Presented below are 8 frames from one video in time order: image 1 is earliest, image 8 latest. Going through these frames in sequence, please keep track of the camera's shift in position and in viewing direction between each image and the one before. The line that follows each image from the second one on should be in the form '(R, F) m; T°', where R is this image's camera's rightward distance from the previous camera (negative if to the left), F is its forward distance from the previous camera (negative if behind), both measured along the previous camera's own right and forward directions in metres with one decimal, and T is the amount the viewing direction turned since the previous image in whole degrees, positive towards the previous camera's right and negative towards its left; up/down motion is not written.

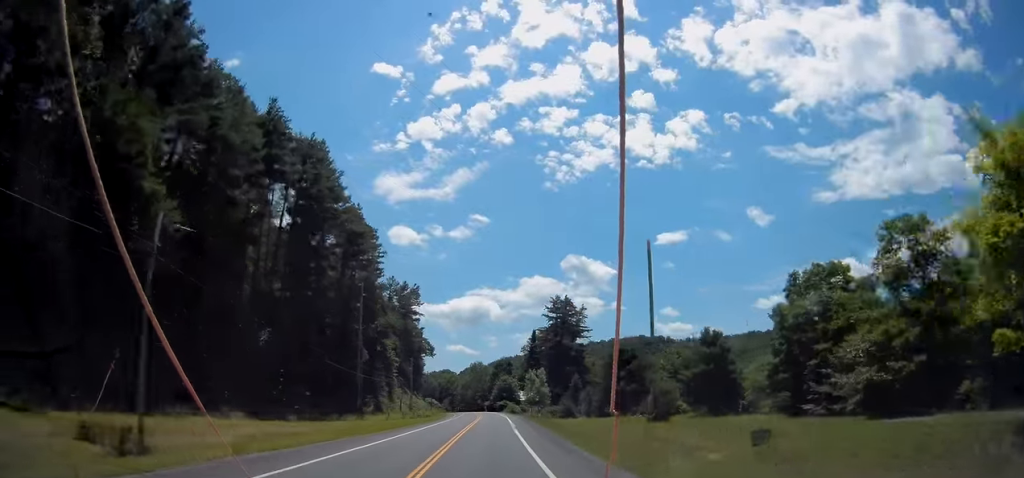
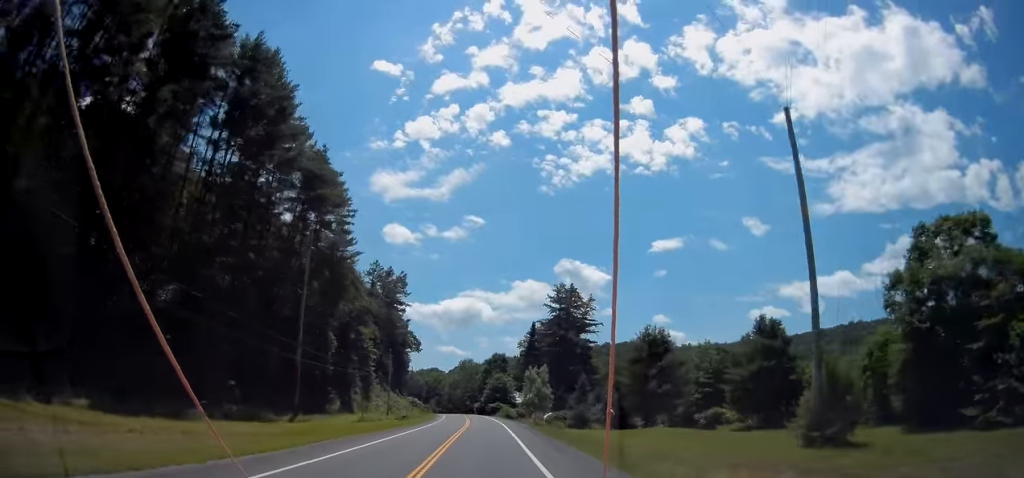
(+0.2, +20.4) m; +1°
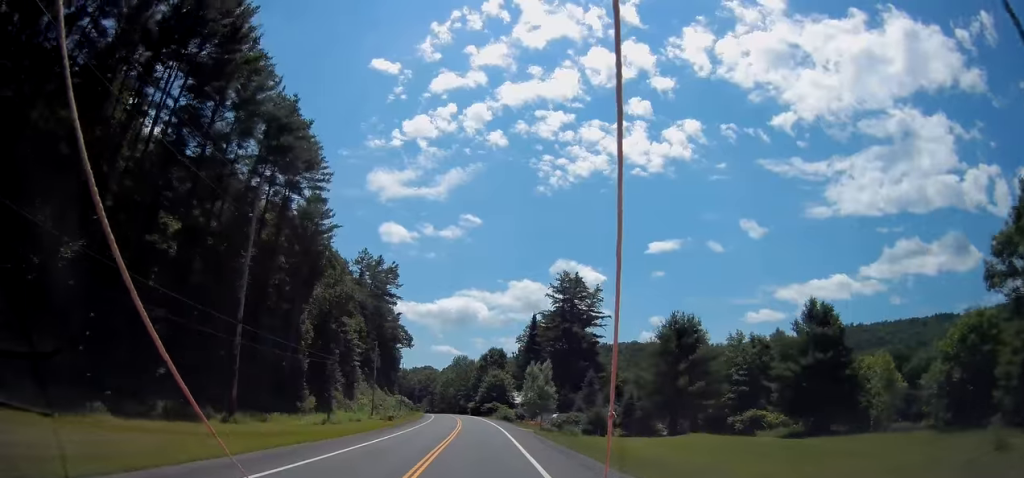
(+0.1, +12.2) m; 0°
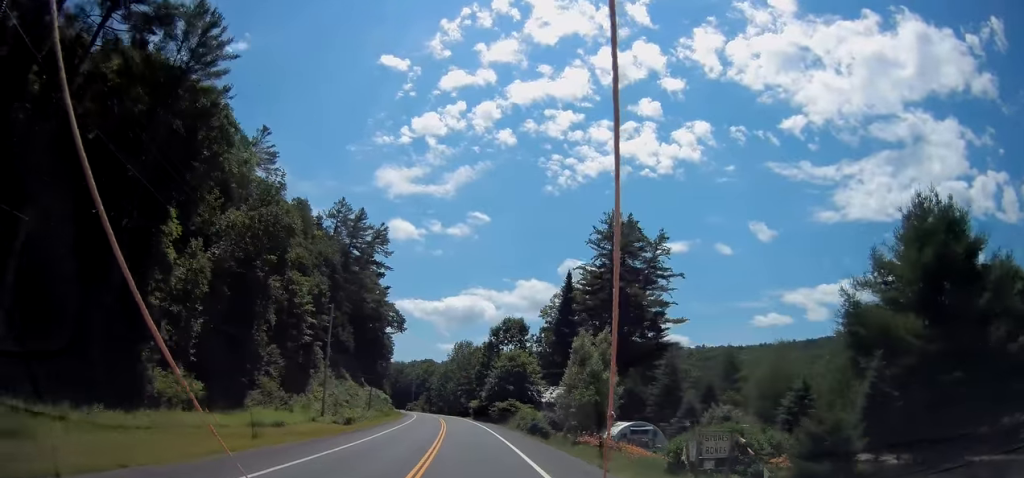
(0.0, +39.0) m; 0°
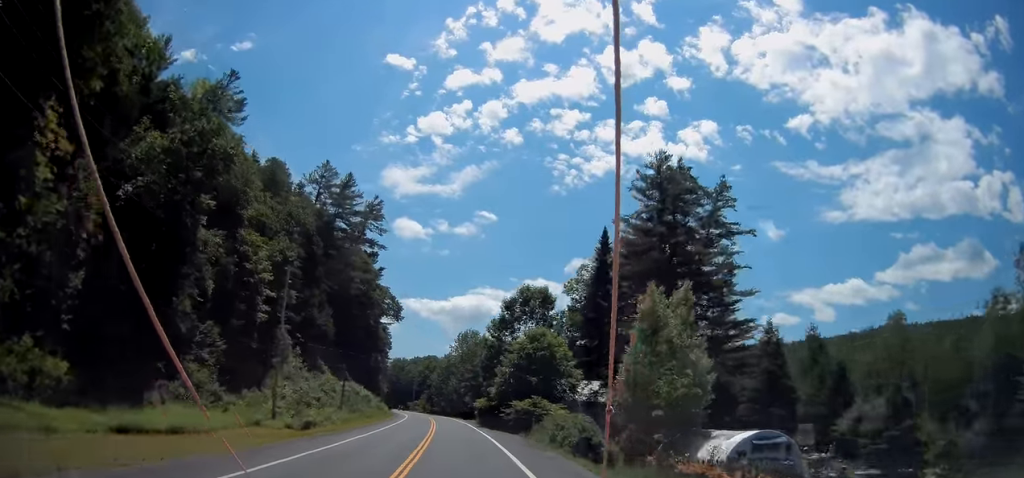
(0.0, +20.3) m; 0°
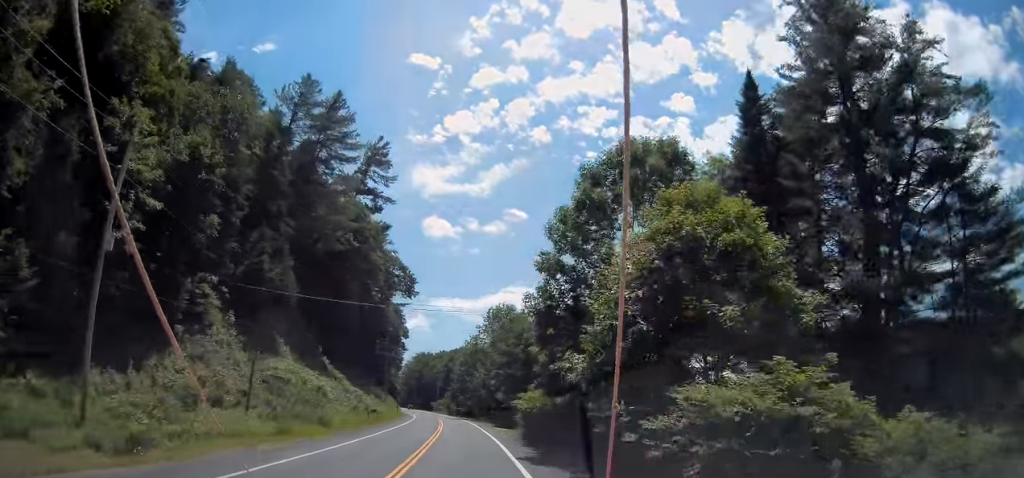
(-0.3, +31.7) m; -2°
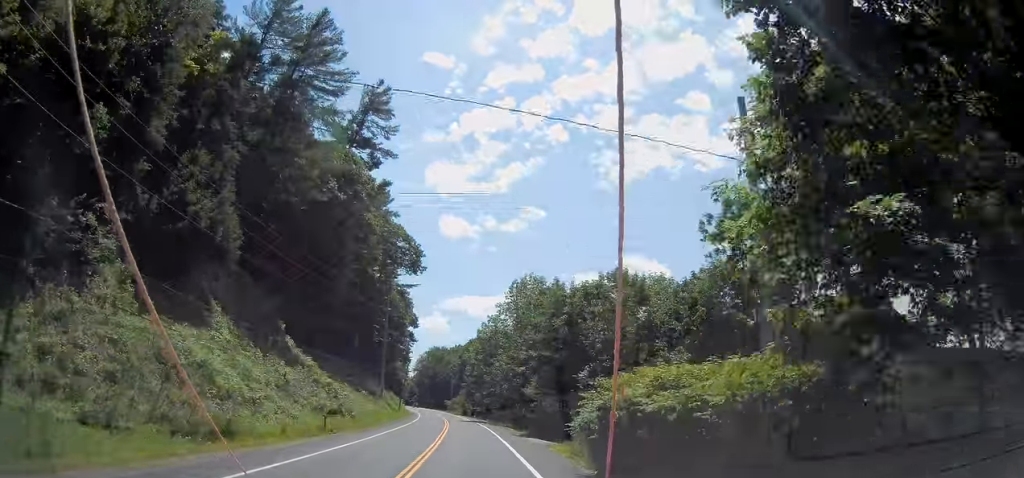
(-0.3, +19.5) m; -2°
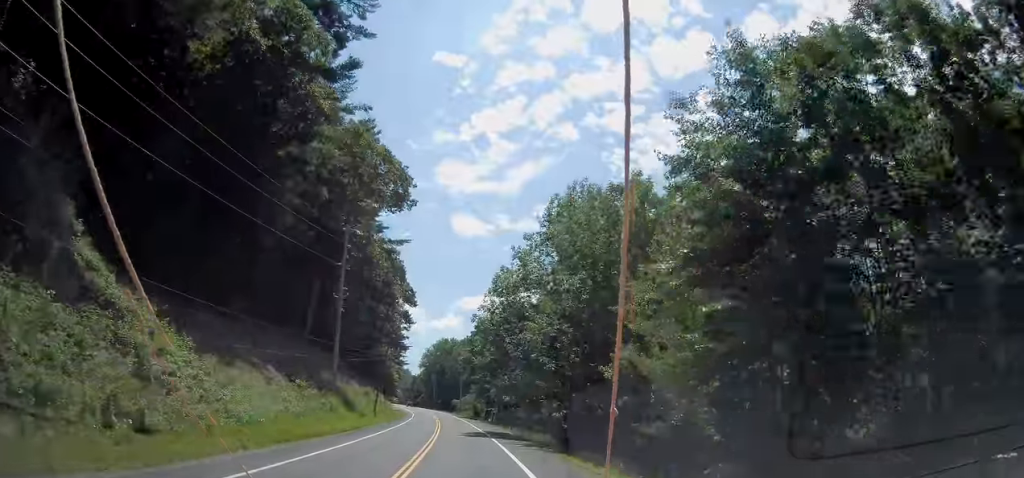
(-0.7, +31.0) m; -2°
